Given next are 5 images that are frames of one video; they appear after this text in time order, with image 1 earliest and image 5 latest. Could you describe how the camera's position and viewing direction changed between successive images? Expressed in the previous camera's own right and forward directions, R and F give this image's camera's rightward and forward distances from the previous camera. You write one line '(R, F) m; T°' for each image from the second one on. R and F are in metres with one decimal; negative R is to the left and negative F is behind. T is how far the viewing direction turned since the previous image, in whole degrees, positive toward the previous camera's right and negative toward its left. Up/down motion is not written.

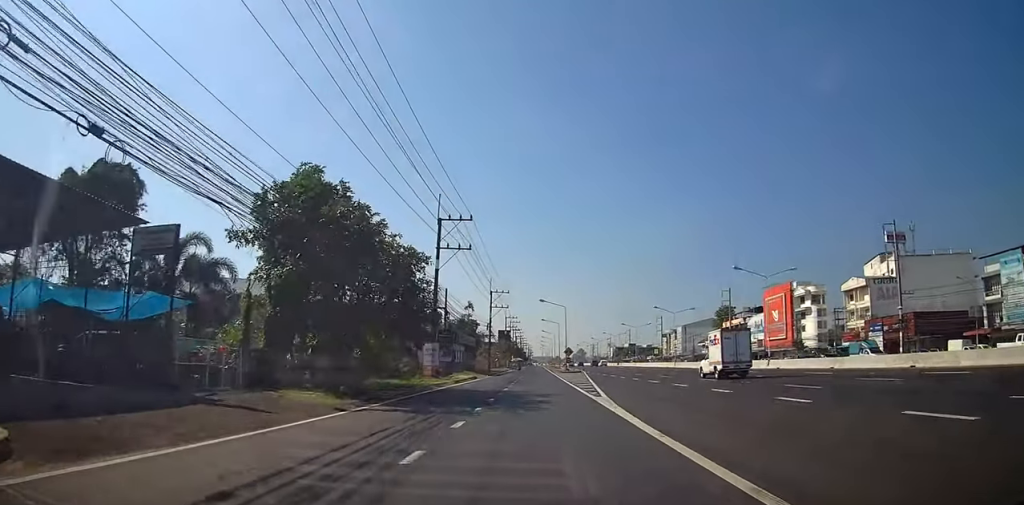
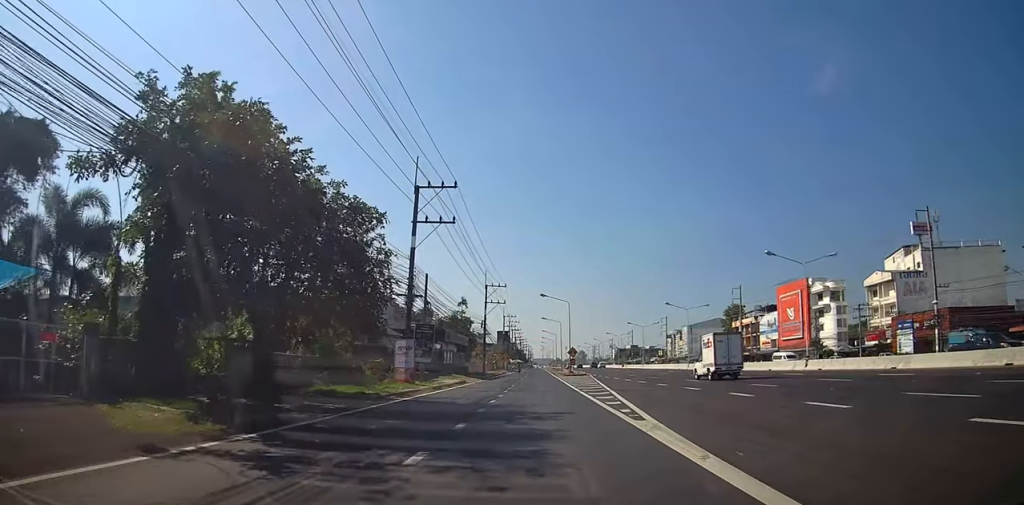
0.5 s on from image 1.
(0.0, +8.1) m; -1°
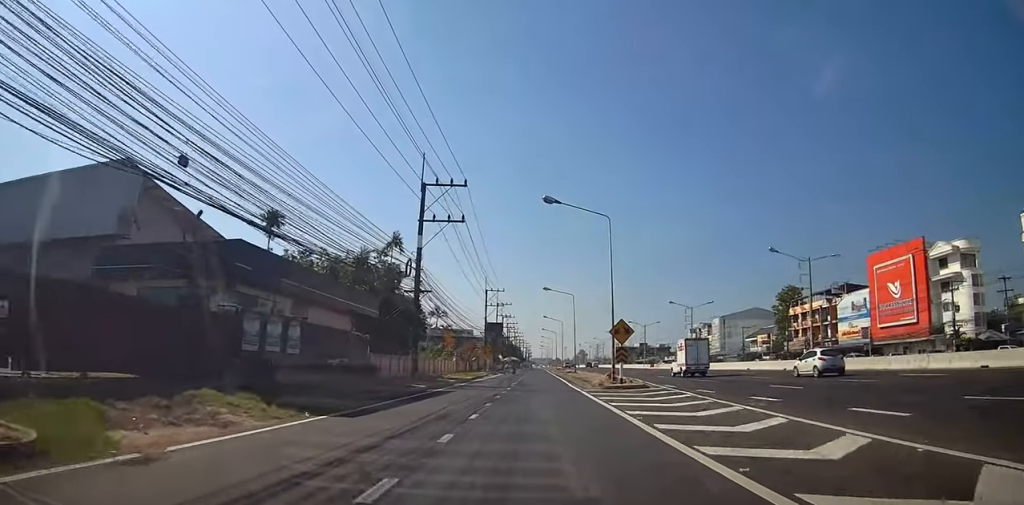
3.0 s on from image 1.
(-0.9, +39.1) m; +1°
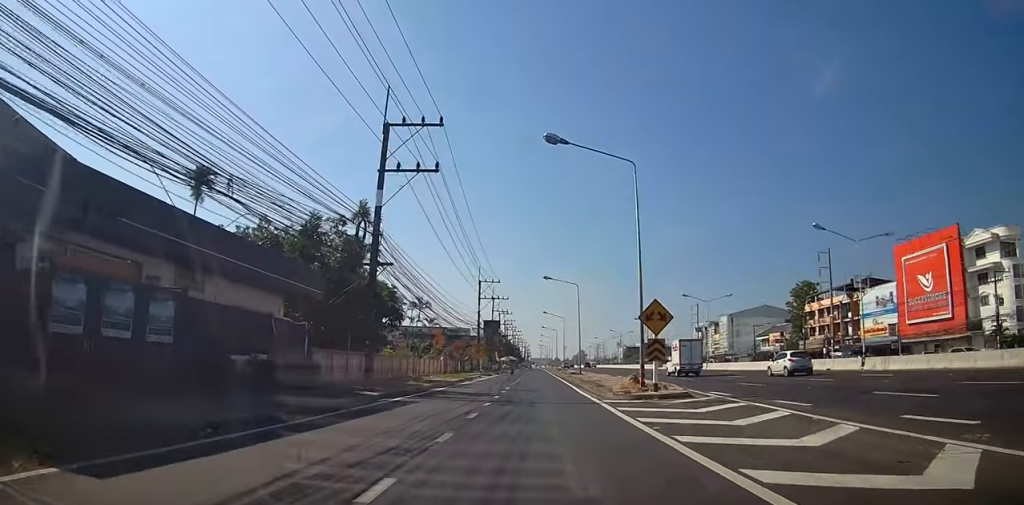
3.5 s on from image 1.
(+0.1, +8.0) m; -1°
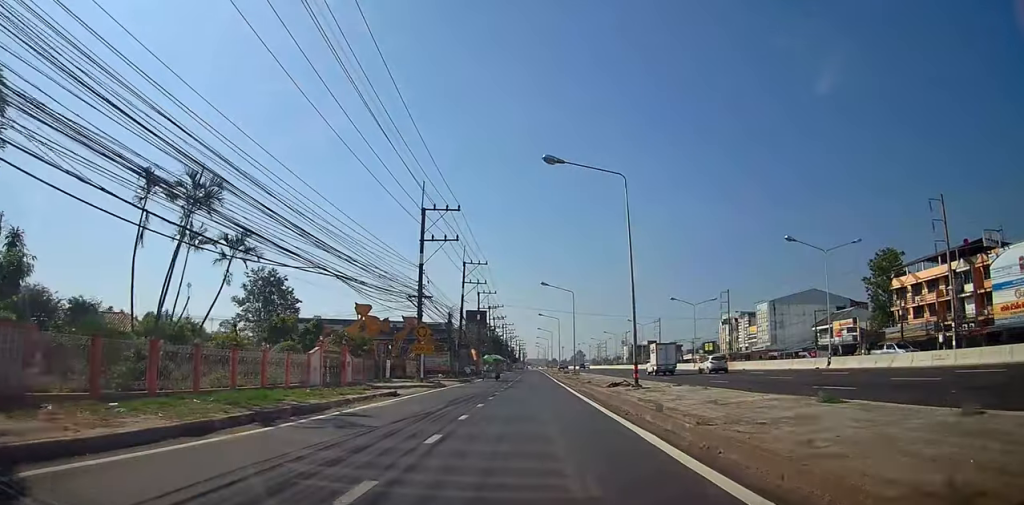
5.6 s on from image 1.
(0.0, +32.5) m; +3°
